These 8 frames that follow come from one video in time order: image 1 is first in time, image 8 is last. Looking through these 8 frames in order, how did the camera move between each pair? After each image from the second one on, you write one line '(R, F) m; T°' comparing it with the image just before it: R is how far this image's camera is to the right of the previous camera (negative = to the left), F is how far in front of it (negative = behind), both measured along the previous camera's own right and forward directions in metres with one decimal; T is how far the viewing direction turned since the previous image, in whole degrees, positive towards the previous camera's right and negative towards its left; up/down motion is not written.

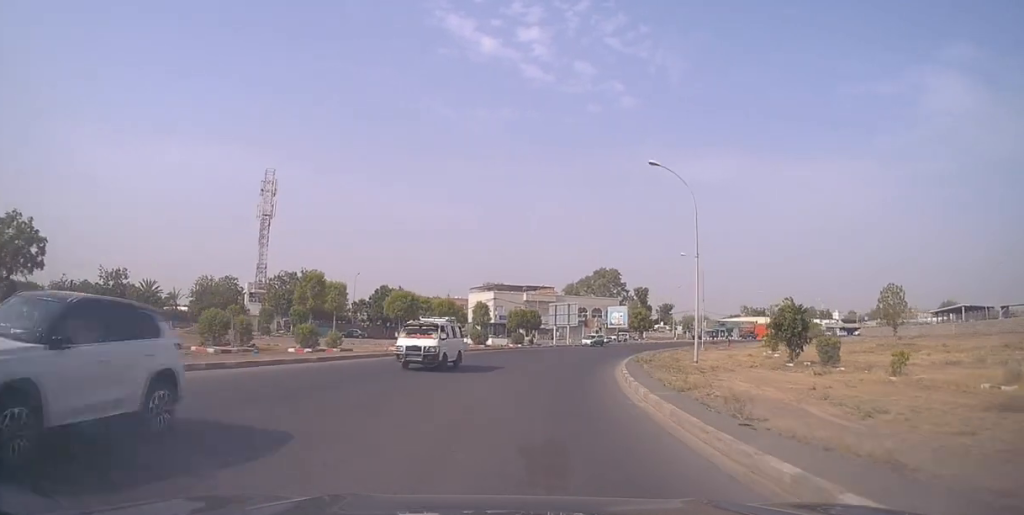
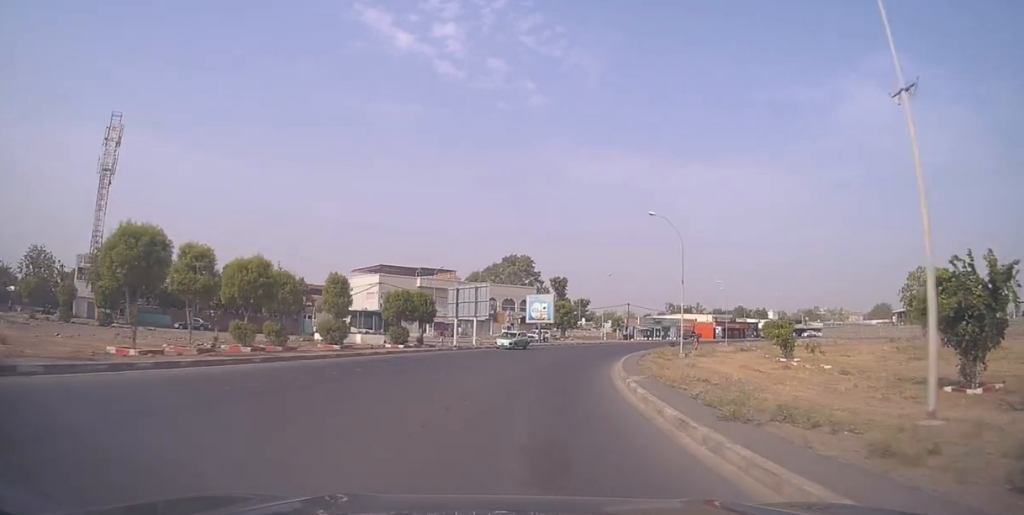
(+1.6, +25.2) m; +7°
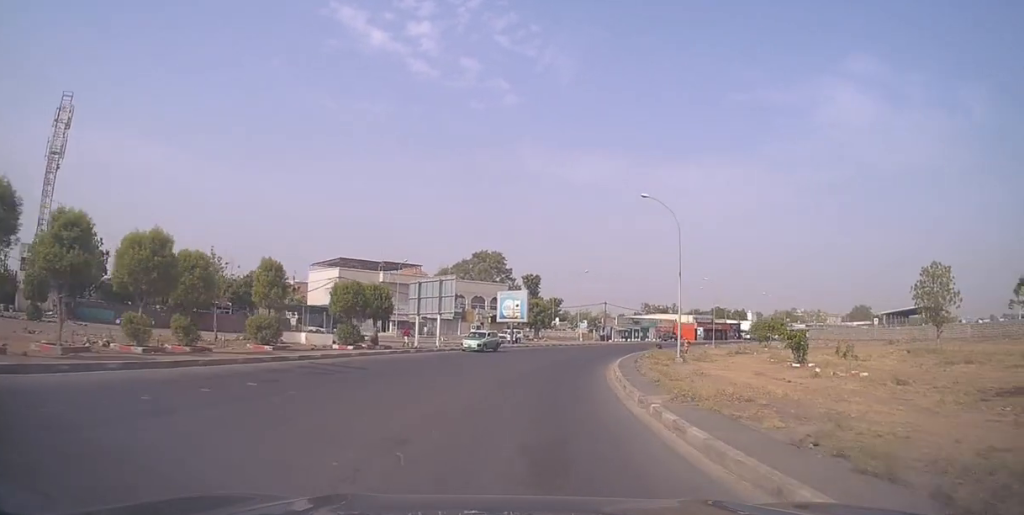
(0.0, +7.0) m; +2°
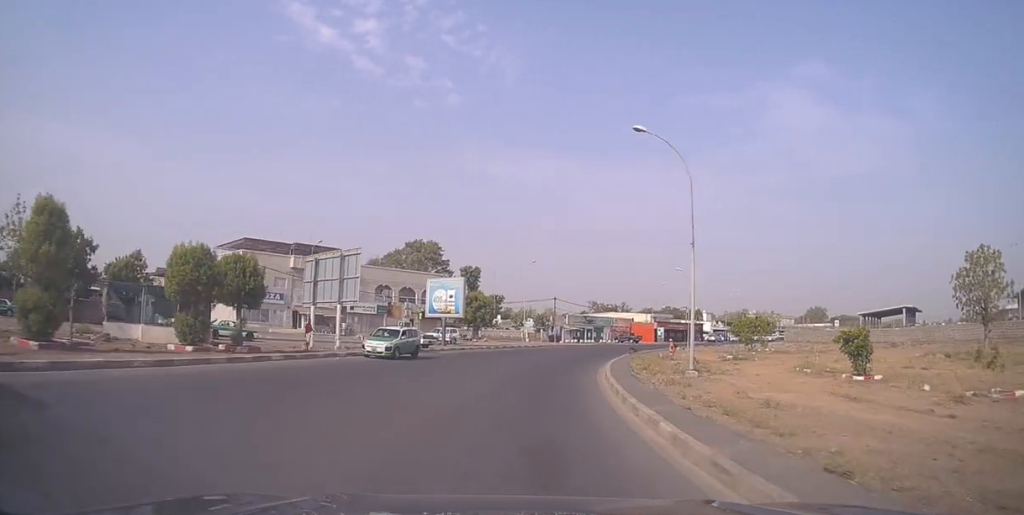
(+0.5, +14.4) m; +6°
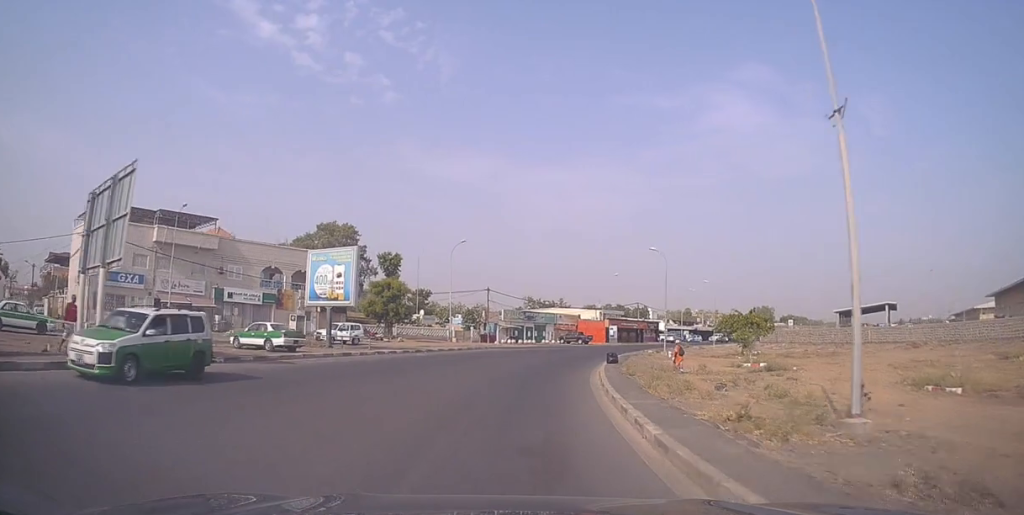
(+1.3, +17.3) m; +8°
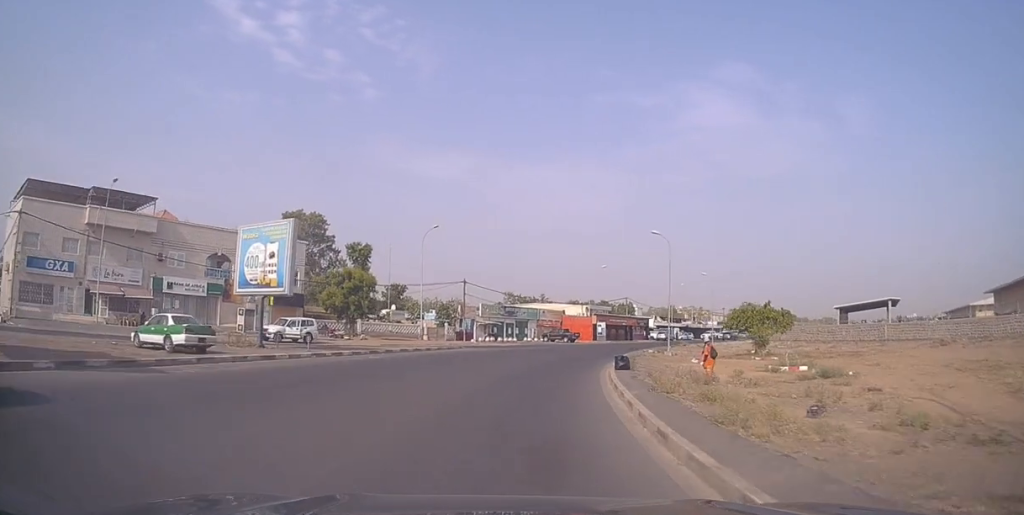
(+0.4, +7.9) m; +4°
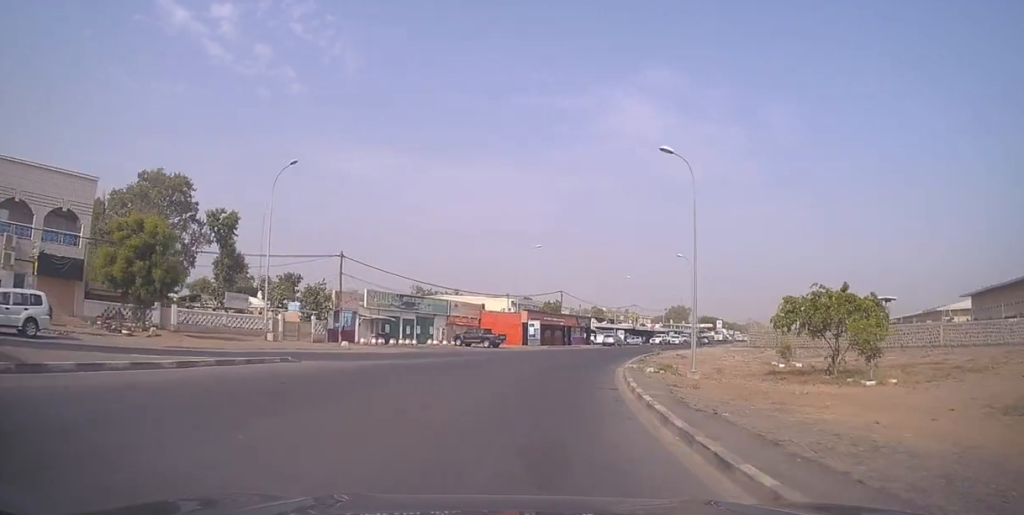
(+2.0, +23.2) m; +7°
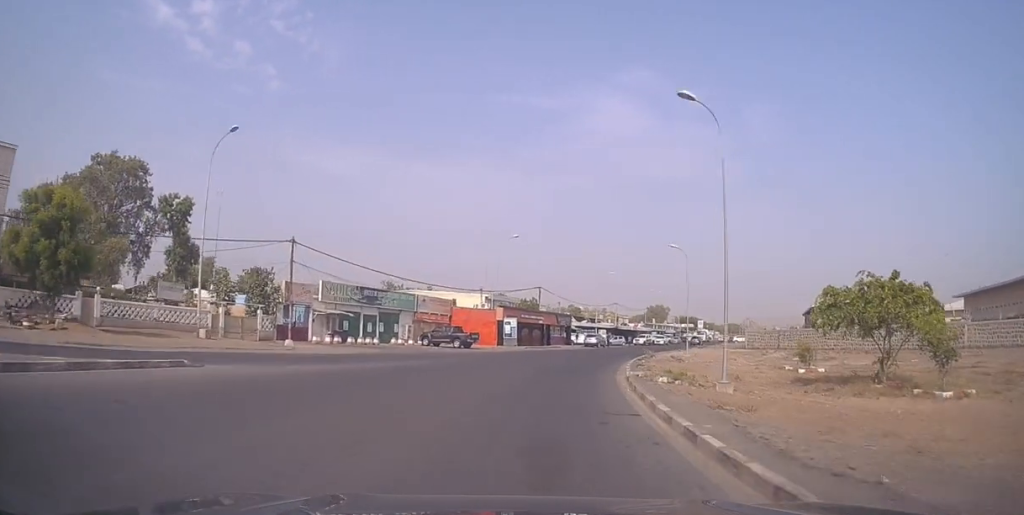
(0.0, +6.4) m; +2°
